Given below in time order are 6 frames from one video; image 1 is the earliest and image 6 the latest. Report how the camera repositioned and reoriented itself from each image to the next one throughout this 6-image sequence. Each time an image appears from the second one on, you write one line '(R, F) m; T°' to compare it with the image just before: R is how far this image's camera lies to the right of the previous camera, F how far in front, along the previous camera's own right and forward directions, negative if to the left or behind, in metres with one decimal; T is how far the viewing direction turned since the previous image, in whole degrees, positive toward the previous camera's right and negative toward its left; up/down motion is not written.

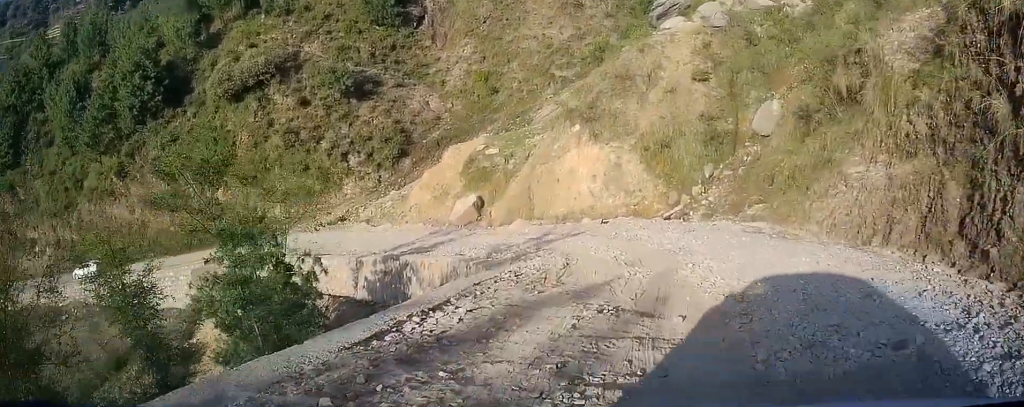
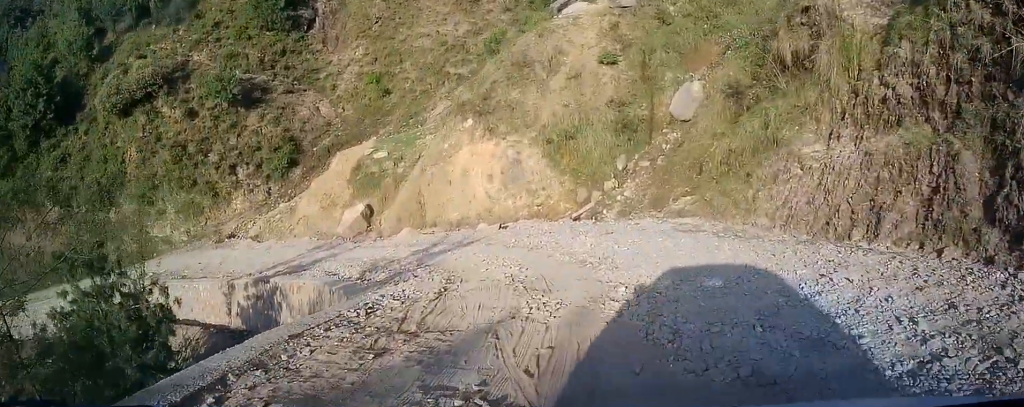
(+0.3, +3.9) m; +9°
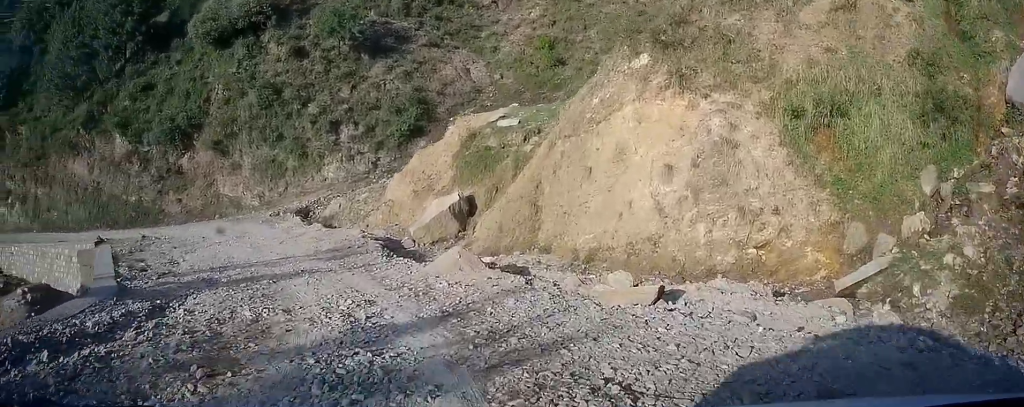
(+0.6, +15.7) m; -16°
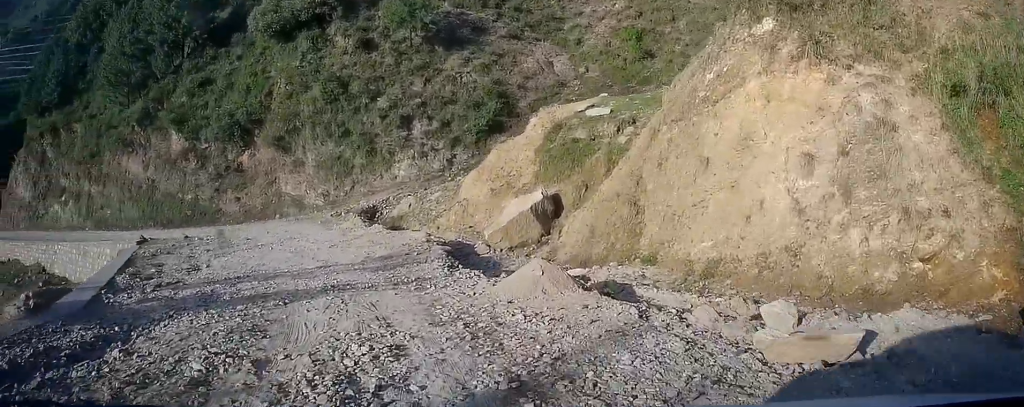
(-0.4, +3.5) m; -12°
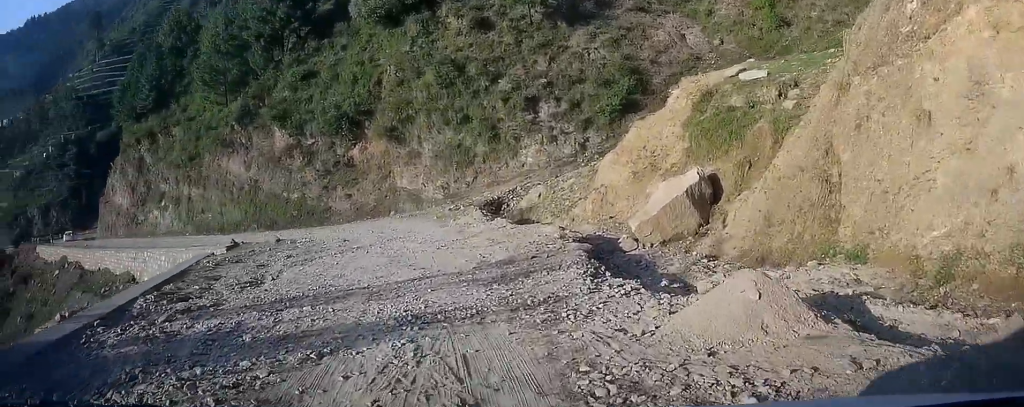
(-0.4, +3.7) m; -10°
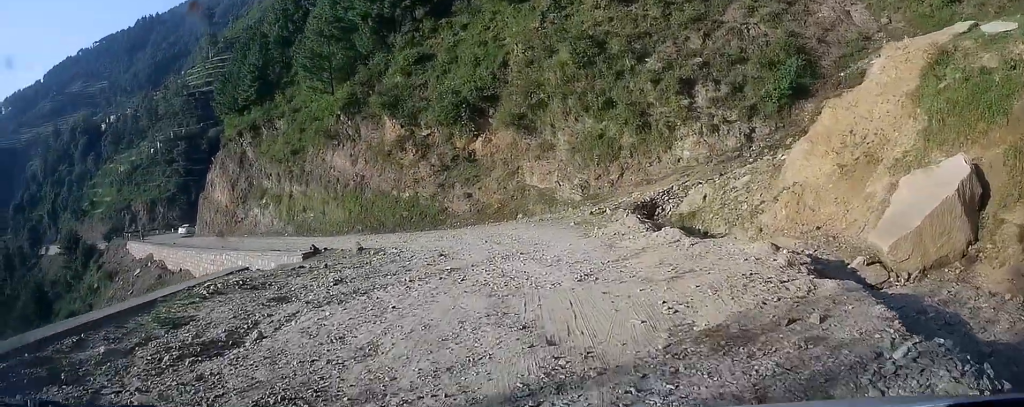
(-0.5, +5.9) m; -6°
